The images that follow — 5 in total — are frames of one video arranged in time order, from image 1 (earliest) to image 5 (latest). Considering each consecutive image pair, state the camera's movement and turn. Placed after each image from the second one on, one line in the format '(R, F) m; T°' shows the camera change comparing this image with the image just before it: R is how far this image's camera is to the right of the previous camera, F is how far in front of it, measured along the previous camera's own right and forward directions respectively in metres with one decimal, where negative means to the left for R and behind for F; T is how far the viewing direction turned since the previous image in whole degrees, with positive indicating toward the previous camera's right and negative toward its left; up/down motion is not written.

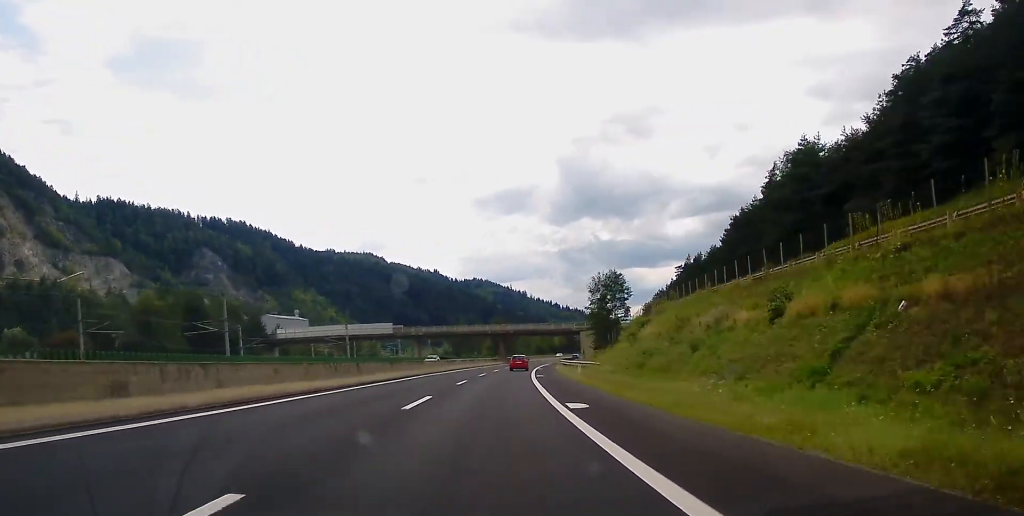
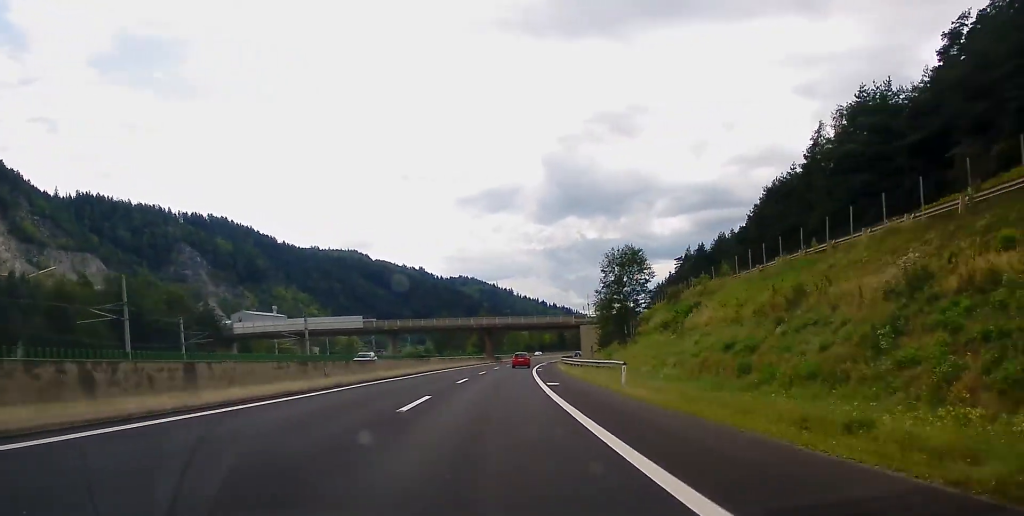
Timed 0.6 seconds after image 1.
(+0.1, +19.0) m; +1°
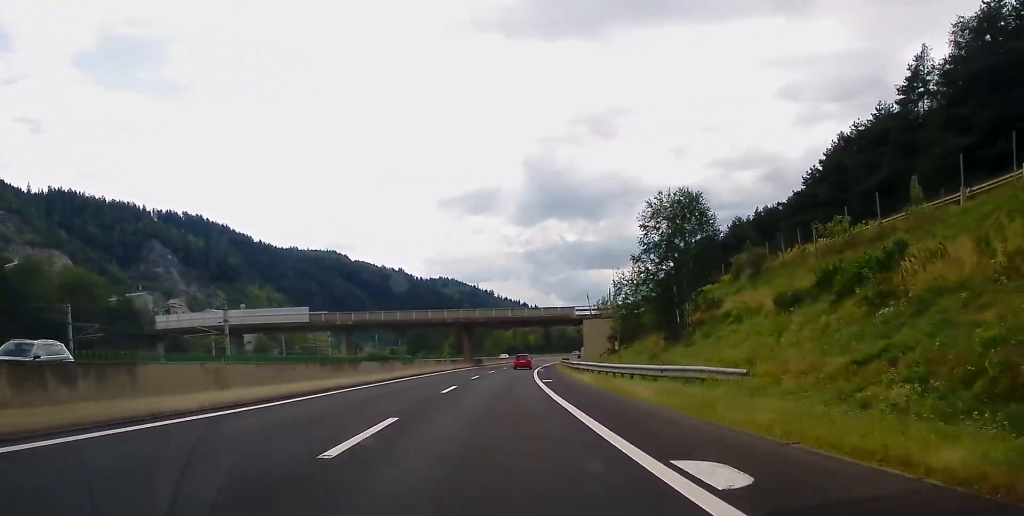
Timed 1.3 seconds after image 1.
(+0.3, +25.6) m; +2°
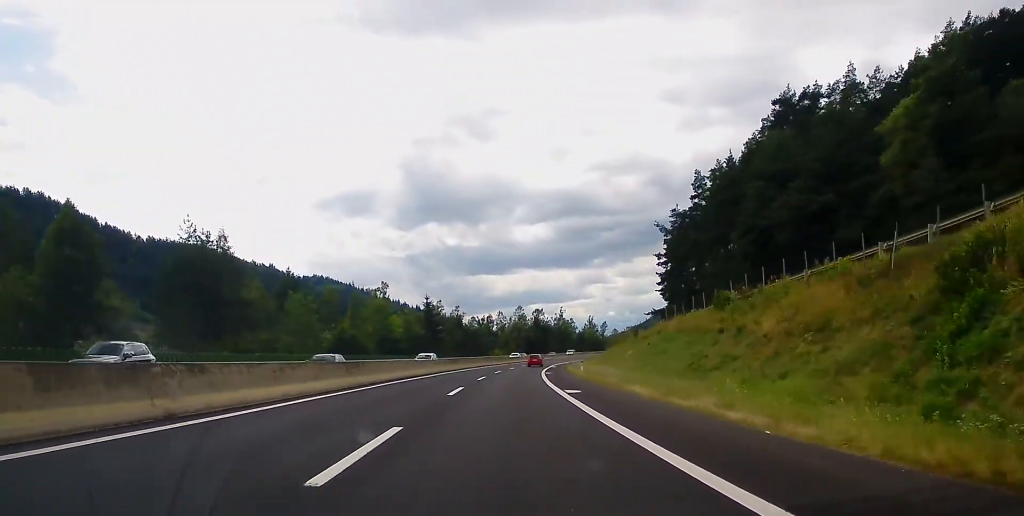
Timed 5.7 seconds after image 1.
(+10.5, +144.6) m; +8°
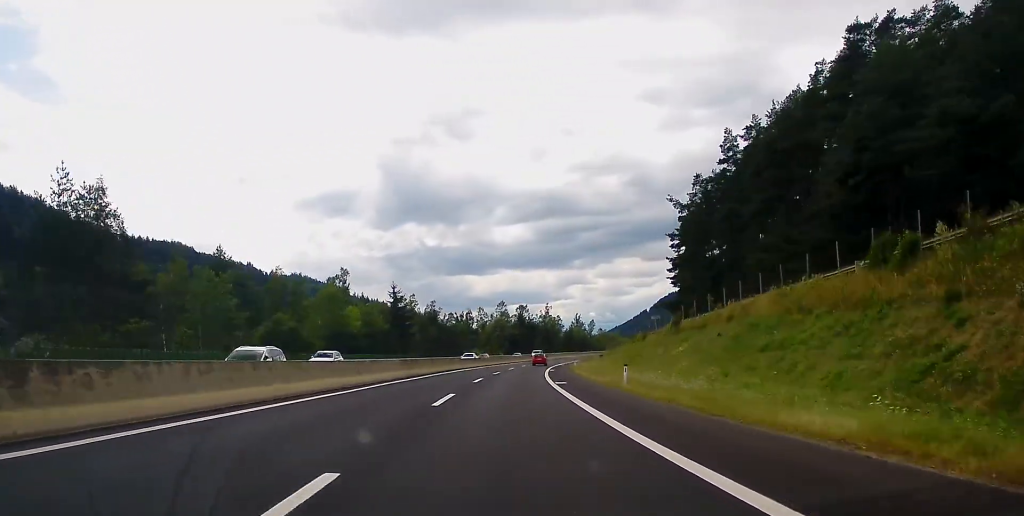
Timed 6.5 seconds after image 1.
(+0.4, +23.5) m; +2°
